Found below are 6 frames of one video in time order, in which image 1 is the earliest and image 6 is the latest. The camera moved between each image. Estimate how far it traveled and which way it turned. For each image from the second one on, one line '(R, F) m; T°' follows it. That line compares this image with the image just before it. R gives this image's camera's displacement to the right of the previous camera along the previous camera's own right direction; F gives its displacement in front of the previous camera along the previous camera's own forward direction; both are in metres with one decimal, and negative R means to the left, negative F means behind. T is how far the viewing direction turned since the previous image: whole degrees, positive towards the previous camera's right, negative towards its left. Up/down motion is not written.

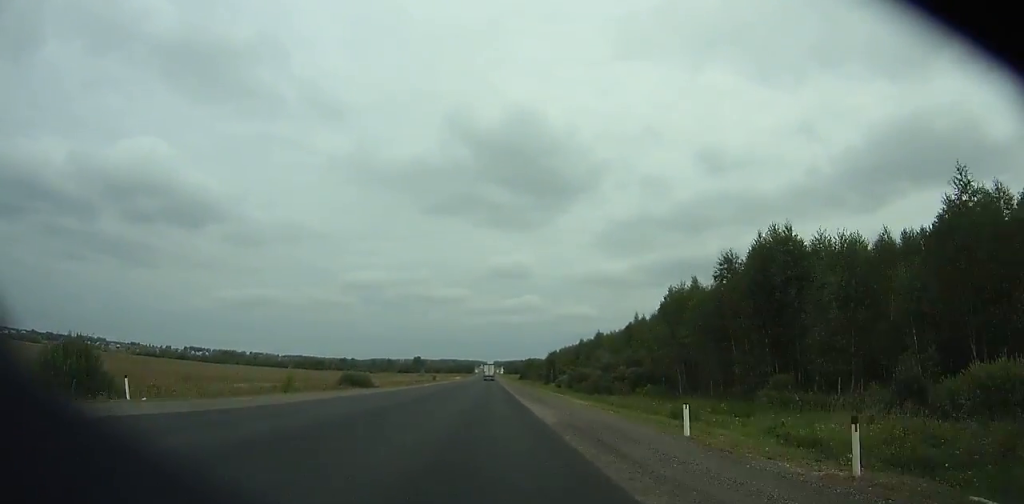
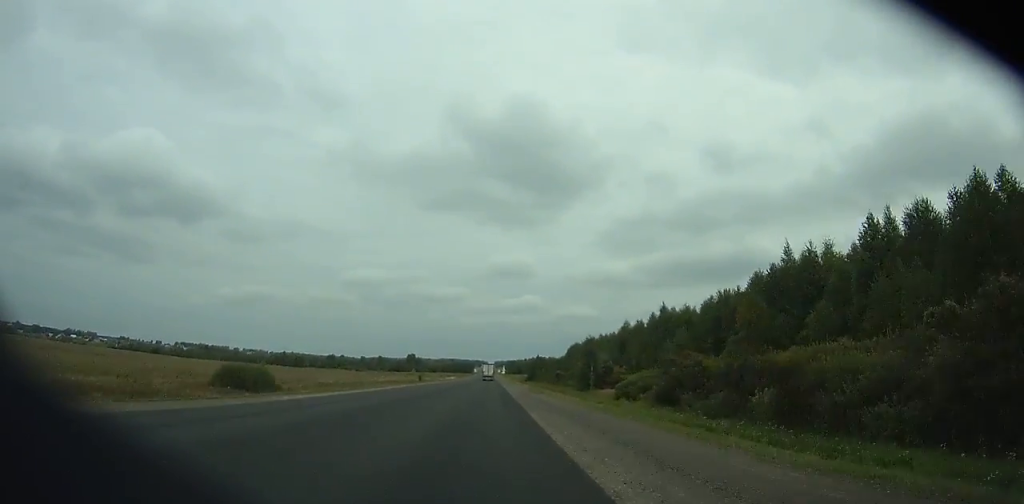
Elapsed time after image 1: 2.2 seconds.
(-0.1, +56.8) m; 0°
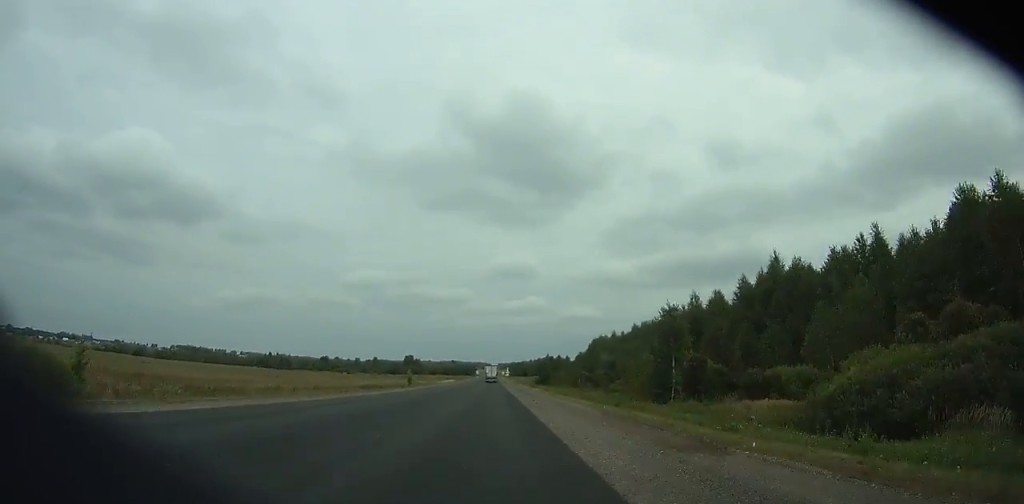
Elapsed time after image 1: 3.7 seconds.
(0.0, +38.6) m; 0°
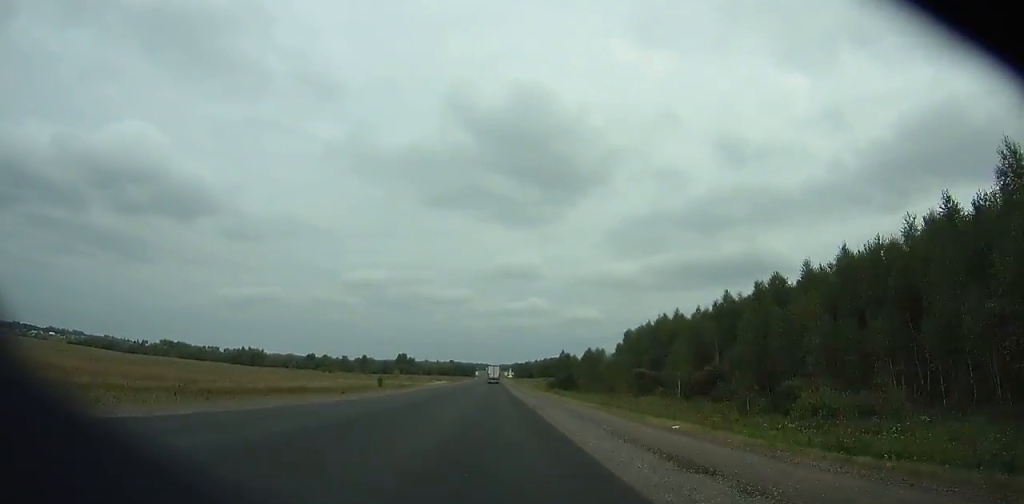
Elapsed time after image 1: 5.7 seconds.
(+0.1, +51.3) m; 0°
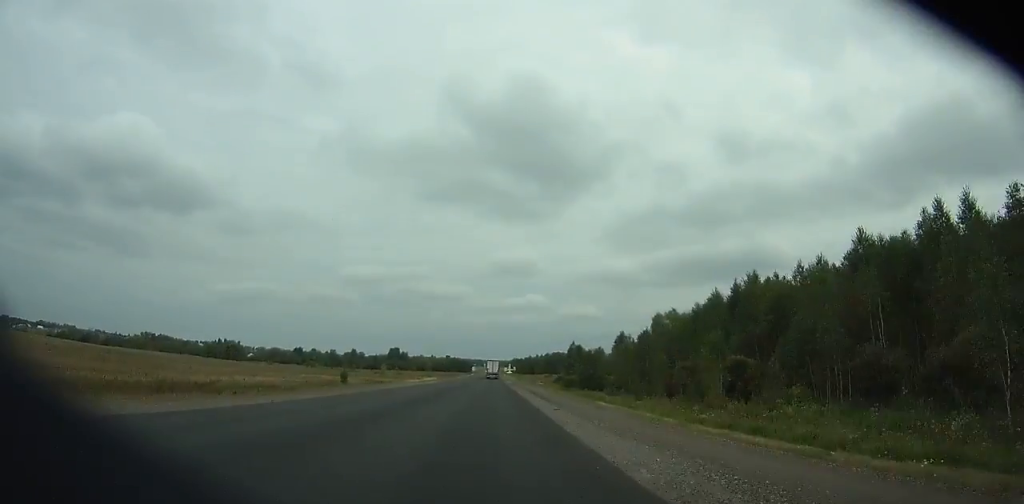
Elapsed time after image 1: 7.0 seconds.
(0.0, +33.1) m; 0°
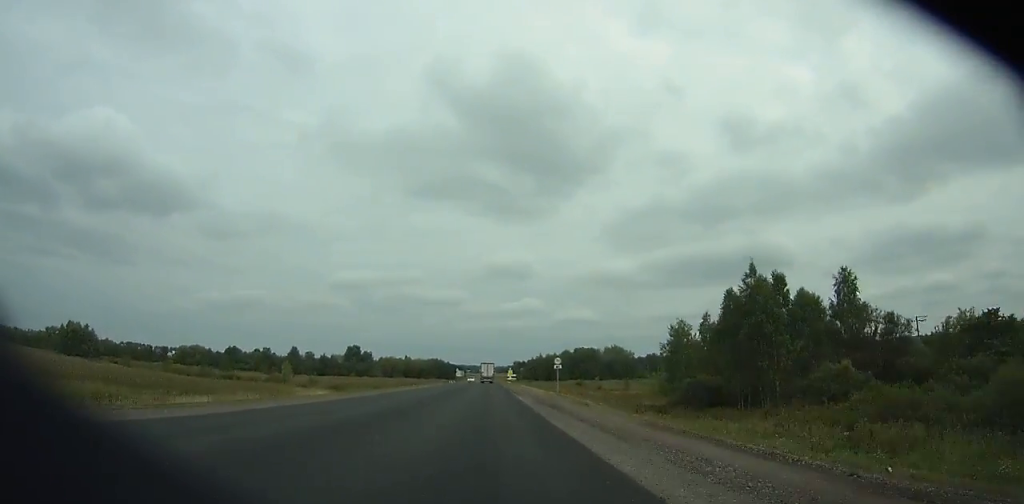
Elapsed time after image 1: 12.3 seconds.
(+0.2, +132.9) m; 0°
